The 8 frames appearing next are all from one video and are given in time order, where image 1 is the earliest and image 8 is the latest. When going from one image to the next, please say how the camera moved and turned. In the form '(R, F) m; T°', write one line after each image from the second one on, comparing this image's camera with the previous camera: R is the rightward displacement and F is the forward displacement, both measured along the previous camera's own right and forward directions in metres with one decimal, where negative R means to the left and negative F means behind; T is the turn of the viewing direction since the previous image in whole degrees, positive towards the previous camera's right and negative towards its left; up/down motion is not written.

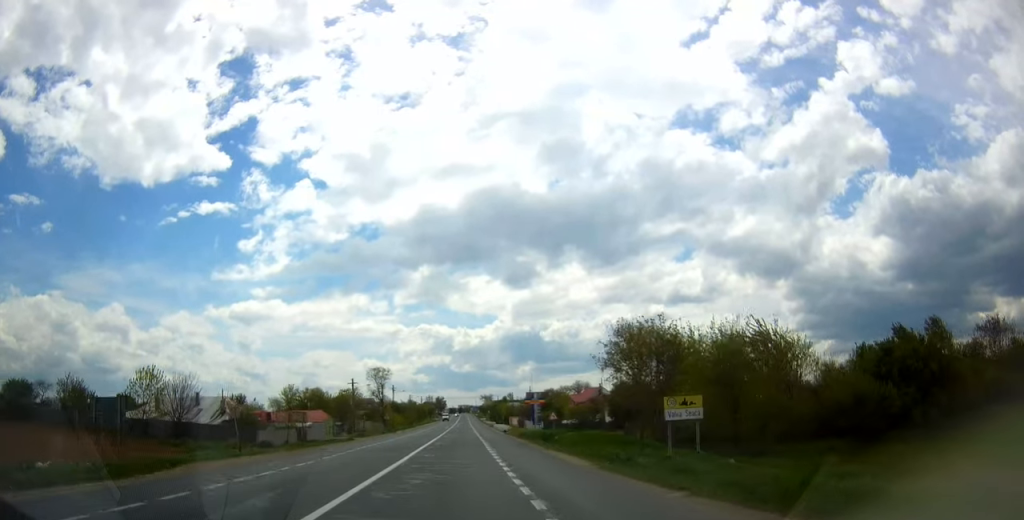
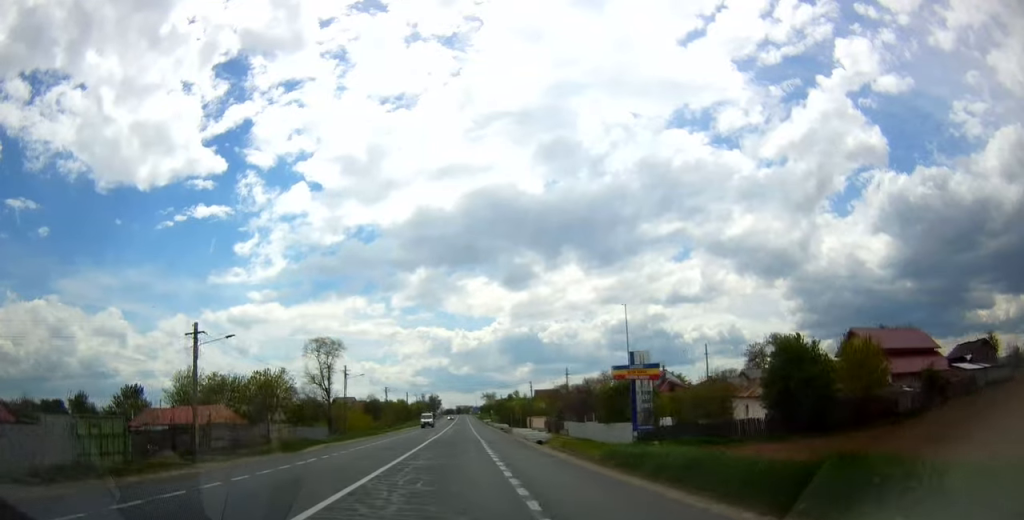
(+0.1, +47.0) m; 0°
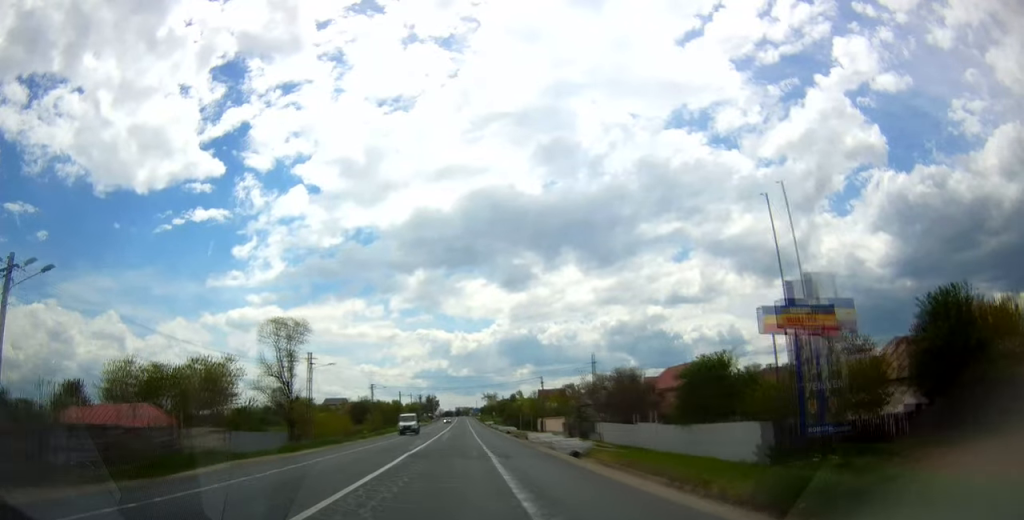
(0.0, +16.5) m; 0°
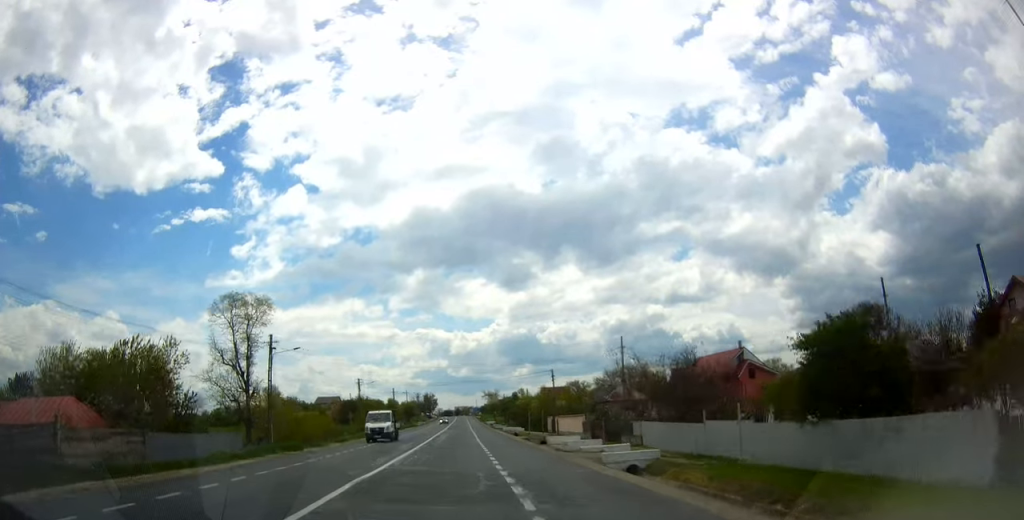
(0.0, +11.6) m; 0°
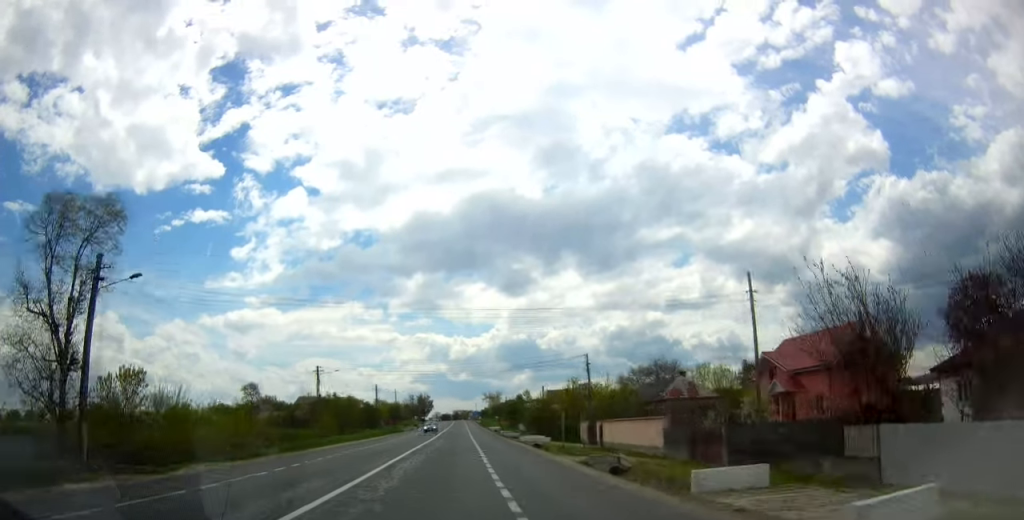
(+0.1, +23.7) m; +1°
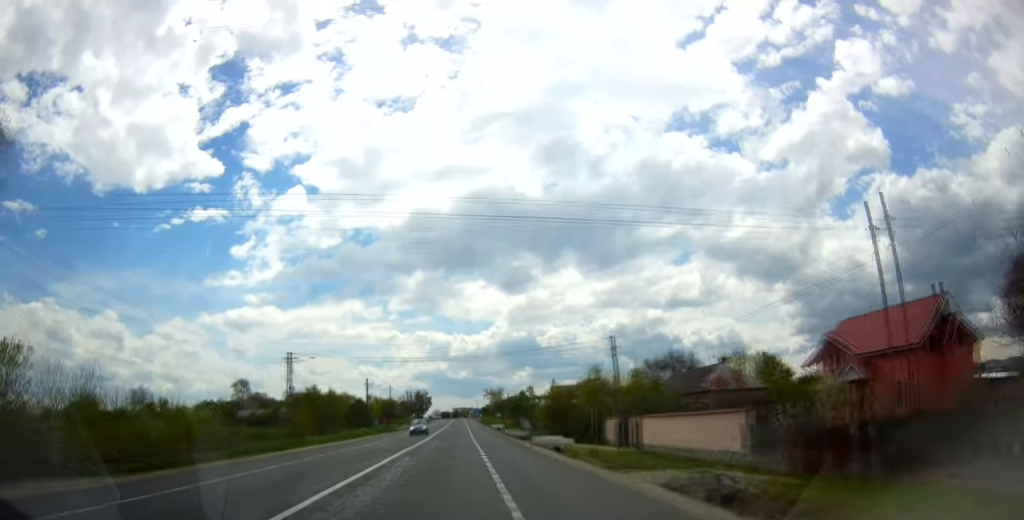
(+0.1, +10.2) m; 0°
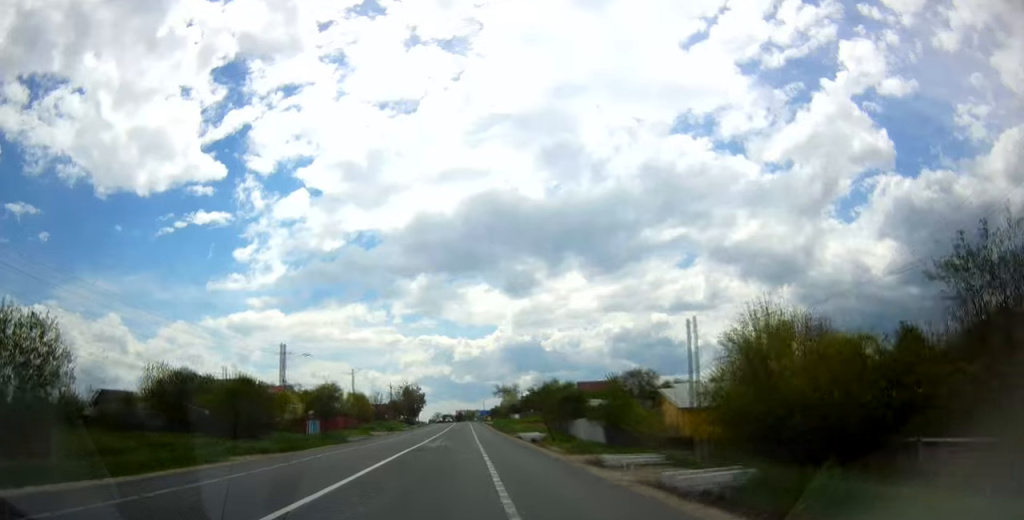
(-0.6, +46.6) m; -1°
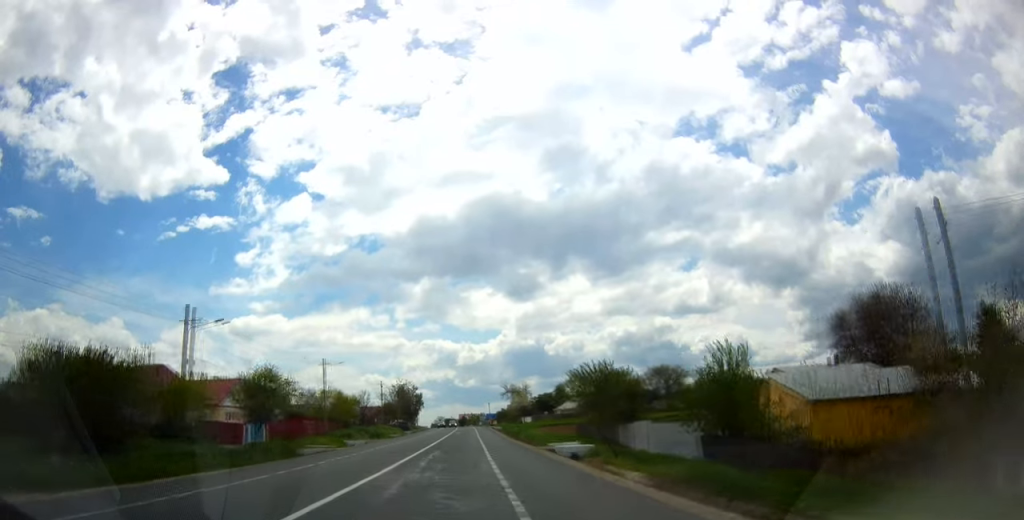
(0.0, +18.8) m; +1°
